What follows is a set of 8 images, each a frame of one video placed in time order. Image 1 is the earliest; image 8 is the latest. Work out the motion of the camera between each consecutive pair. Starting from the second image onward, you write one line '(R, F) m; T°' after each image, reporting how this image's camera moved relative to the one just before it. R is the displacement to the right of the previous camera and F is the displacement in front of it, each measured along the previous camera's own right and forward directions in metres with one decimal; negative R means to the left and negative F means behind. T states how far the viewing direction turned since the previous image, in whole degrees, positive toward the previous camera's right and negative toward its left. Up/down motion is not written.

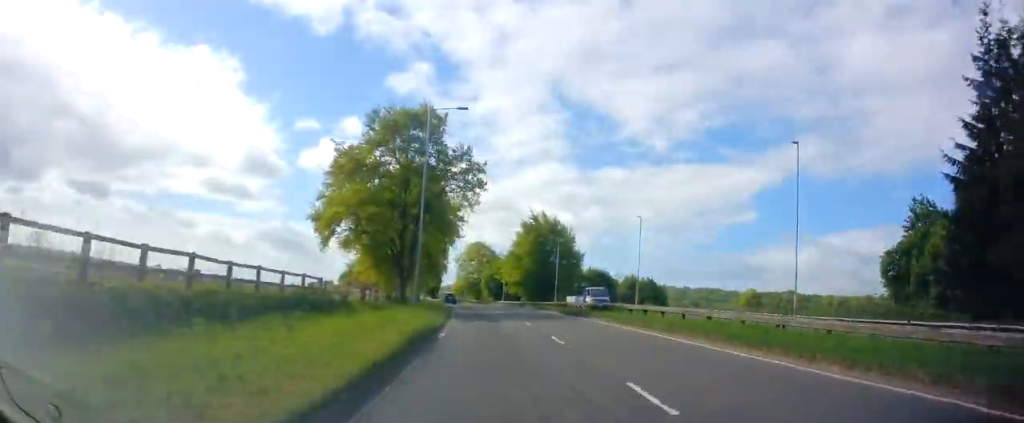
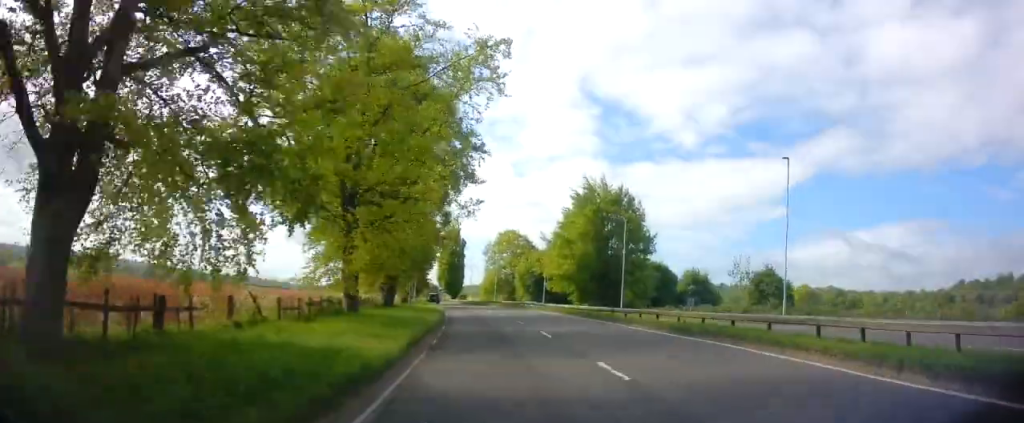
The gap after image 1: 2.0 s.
(-1.3, +31.4) m; -4°
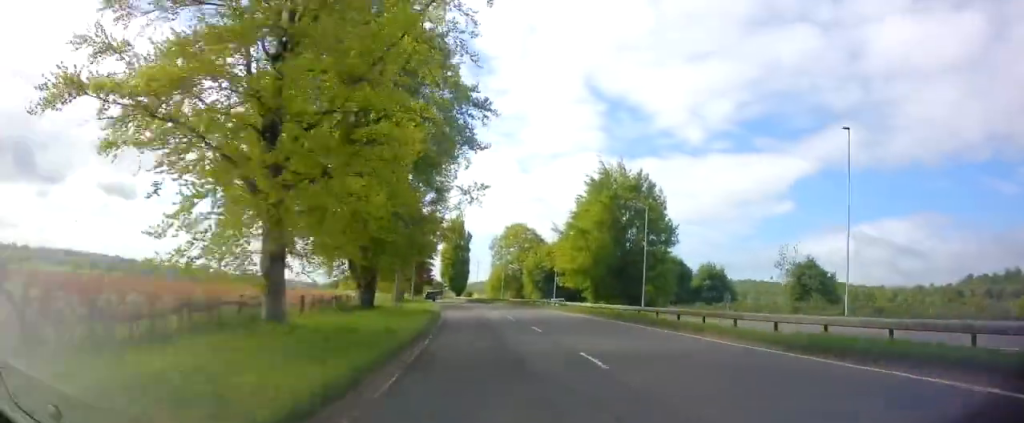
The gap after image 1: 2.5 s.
(0.0, +7.5) m; -1°
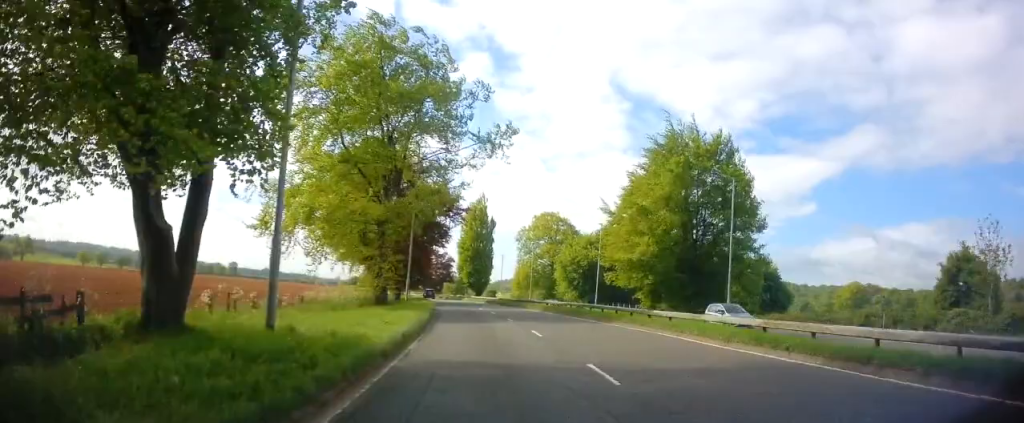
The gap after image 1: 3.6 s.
(-0.2, +18.3) m; -3°
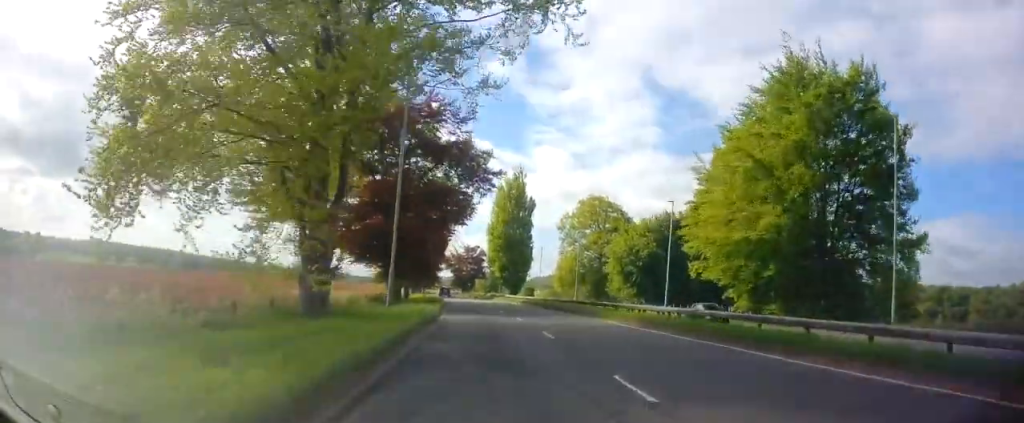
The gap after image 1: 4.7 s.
(-0.7, +18.0) m; -3°
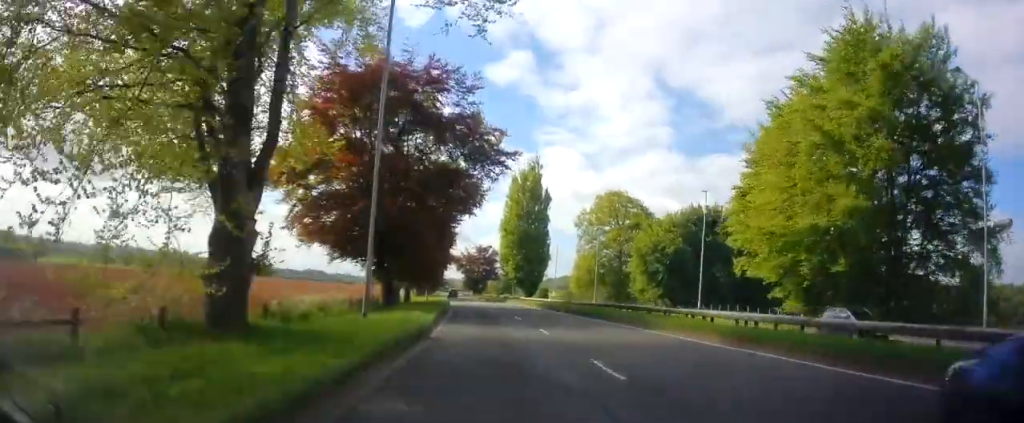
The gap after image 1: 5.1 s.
(-0.1, +6.6) m; -1°
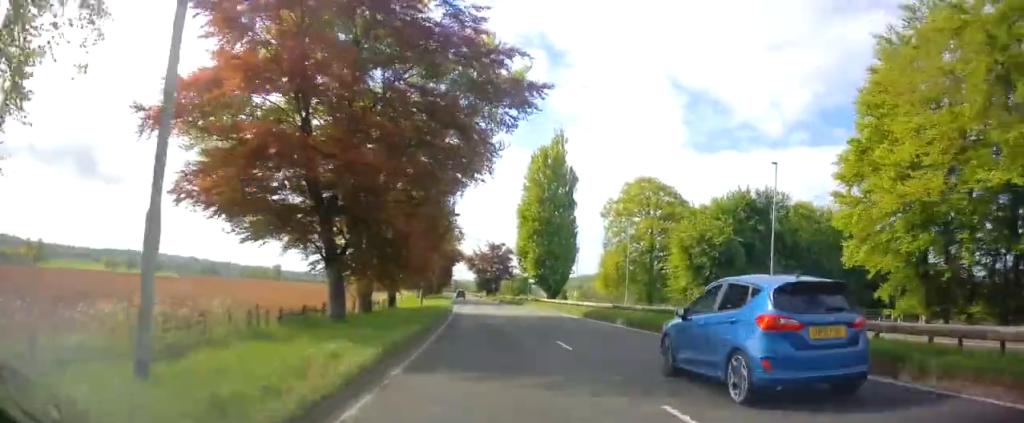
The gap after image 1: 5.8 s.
(+0.1, +12.4) m; -1°
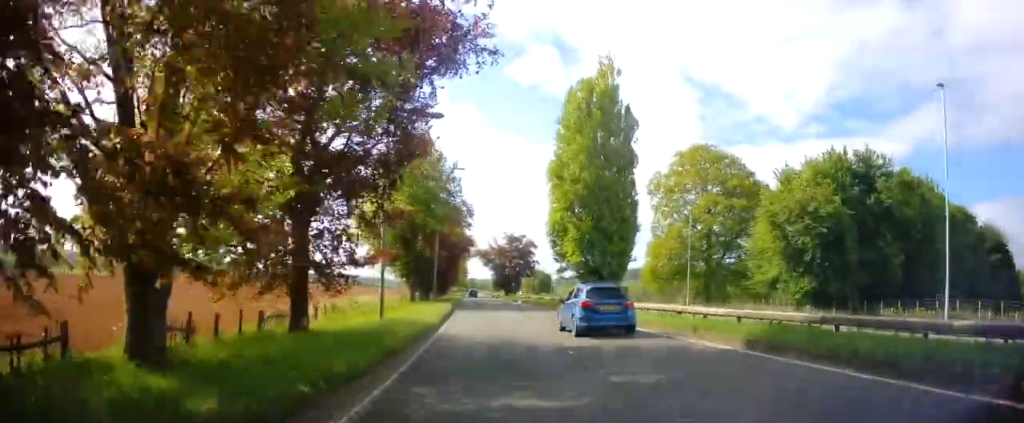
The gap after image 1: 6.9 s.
(-0.6, +18.3) m; -3°
